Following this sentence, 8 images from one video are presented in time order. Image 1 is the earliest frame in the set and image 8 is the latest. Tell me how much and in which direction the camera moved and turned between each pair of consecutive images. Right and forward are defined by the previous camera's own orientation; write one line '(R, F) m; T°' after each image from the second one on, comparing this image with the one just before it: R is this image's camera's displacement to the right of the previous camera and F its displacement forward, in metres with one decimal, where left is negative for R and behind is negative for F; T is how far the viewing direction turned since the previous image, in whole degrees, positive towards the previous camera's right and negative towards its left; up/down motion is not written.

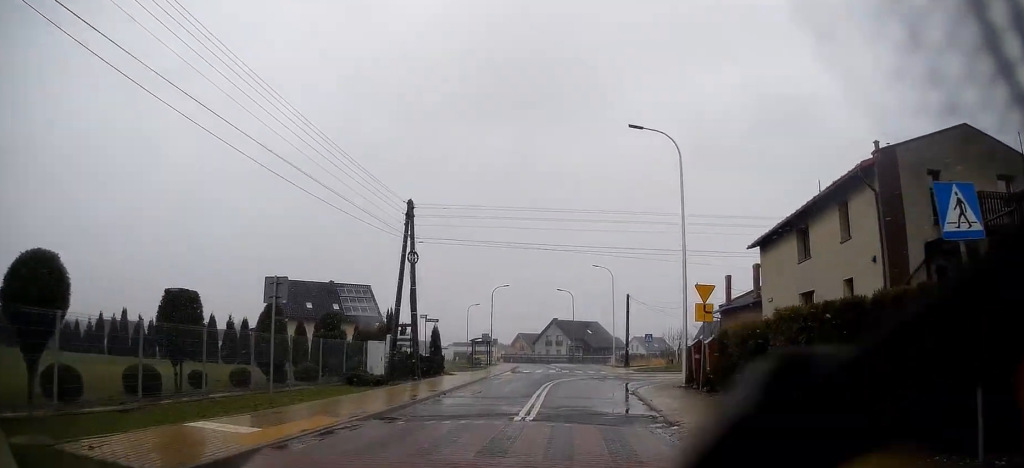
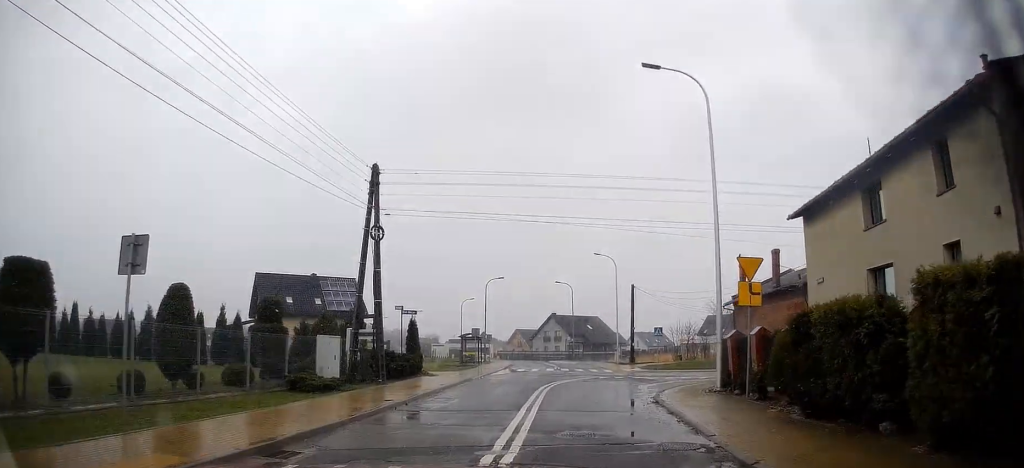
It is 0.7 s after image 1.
(0.0, +5.4) m; 0°
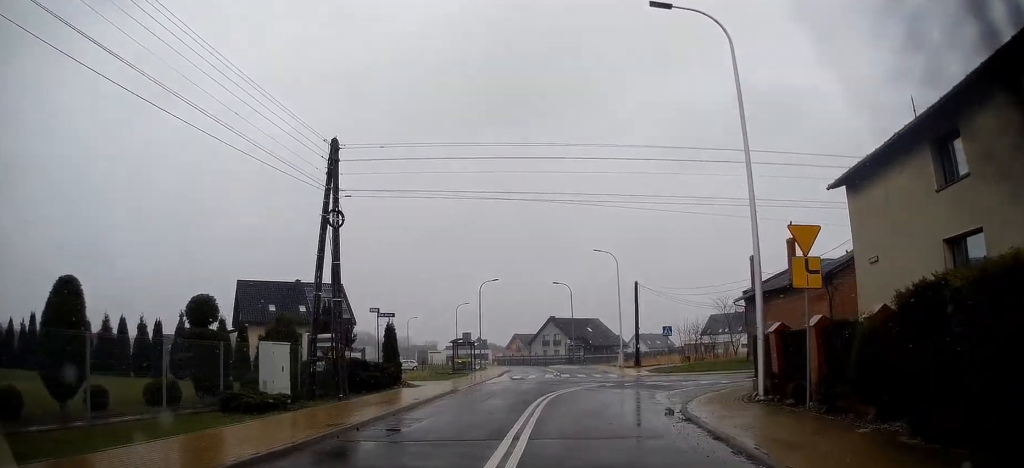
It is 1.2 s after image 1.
(+0.1, +4.3) m; 0°
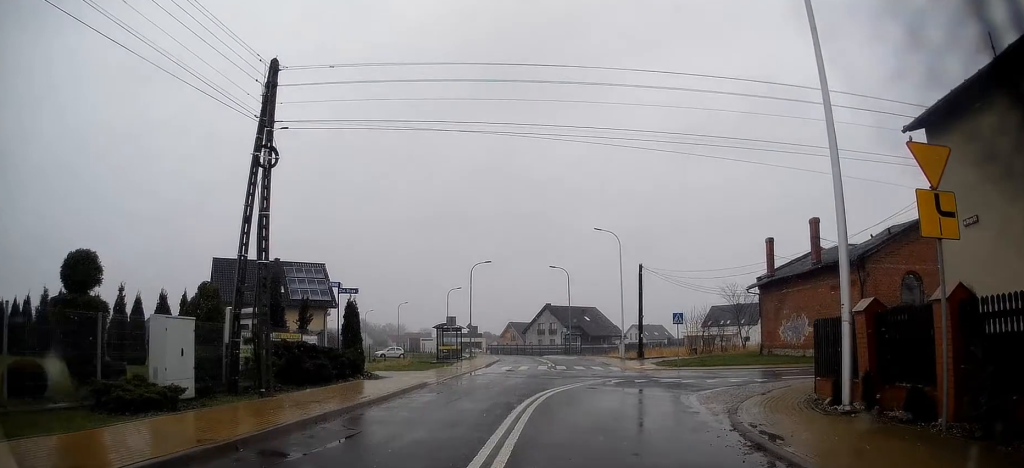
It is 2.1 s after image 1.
(-0.1, +5.6) m; 0°
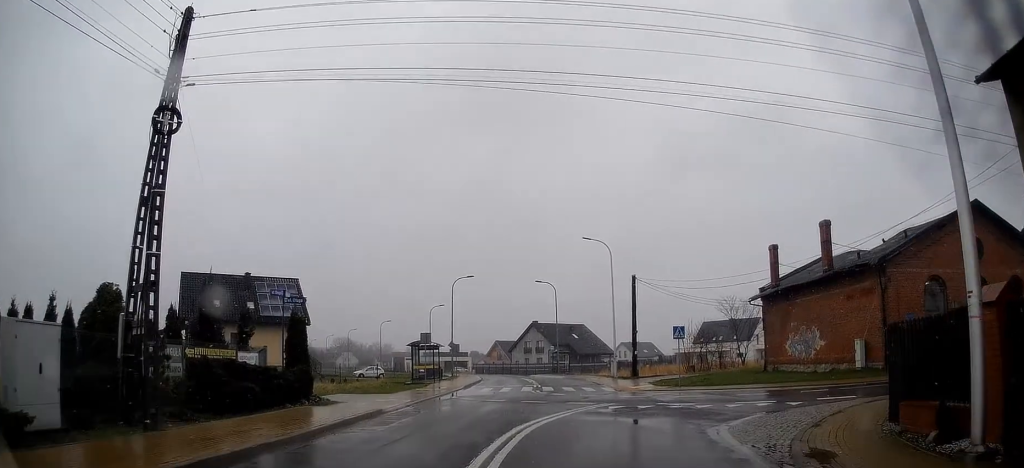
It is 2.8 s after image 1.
(0.0, +4.5) m; +2°
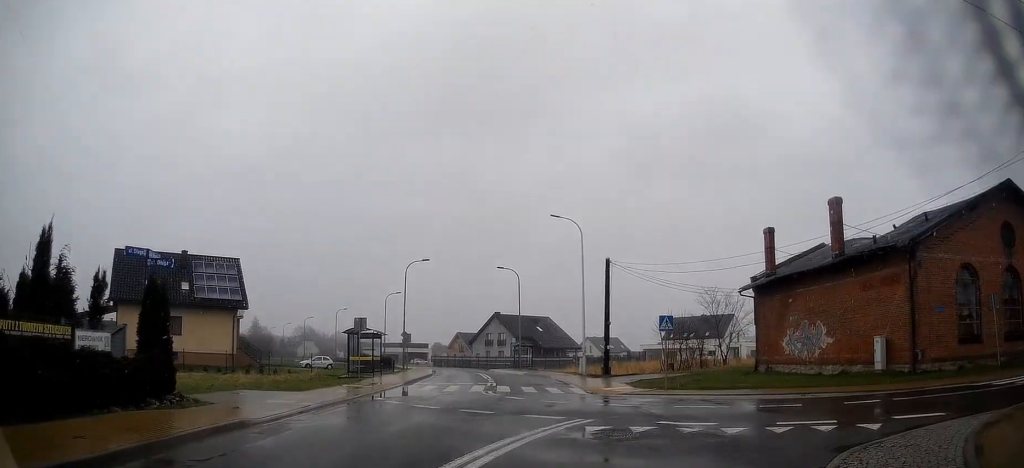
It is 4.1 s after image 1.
(+0.3, +6.2) m; +4°
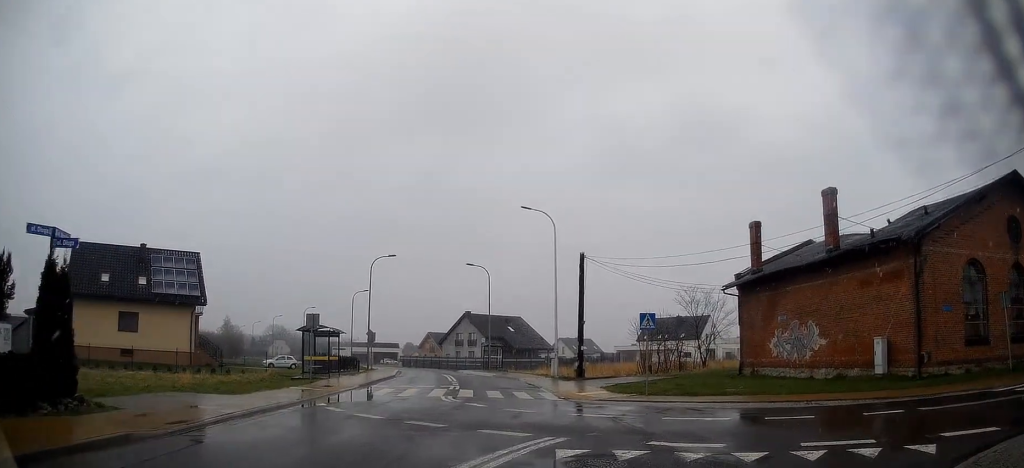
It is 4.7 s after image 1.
(0.0, +2.7) m; +2°
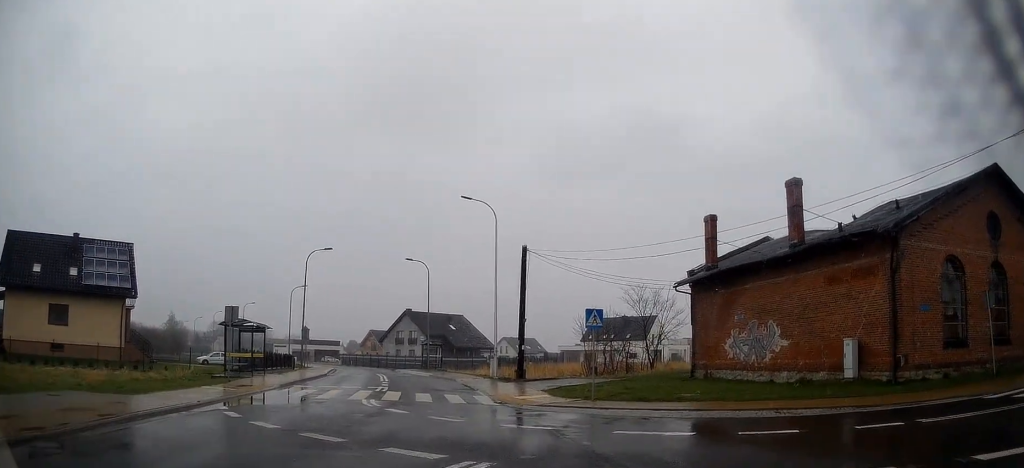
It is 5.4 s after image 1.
(-0.1, +2.6) m; +3°
